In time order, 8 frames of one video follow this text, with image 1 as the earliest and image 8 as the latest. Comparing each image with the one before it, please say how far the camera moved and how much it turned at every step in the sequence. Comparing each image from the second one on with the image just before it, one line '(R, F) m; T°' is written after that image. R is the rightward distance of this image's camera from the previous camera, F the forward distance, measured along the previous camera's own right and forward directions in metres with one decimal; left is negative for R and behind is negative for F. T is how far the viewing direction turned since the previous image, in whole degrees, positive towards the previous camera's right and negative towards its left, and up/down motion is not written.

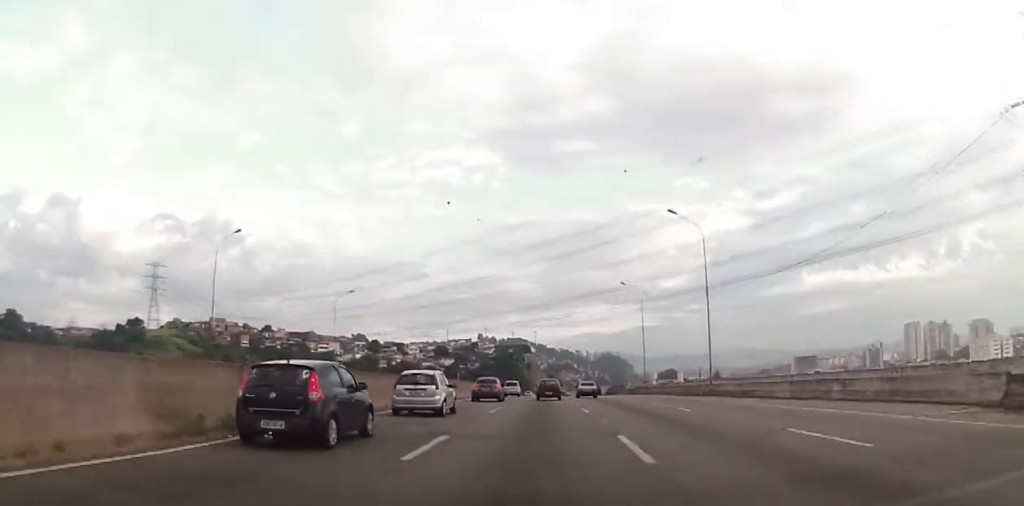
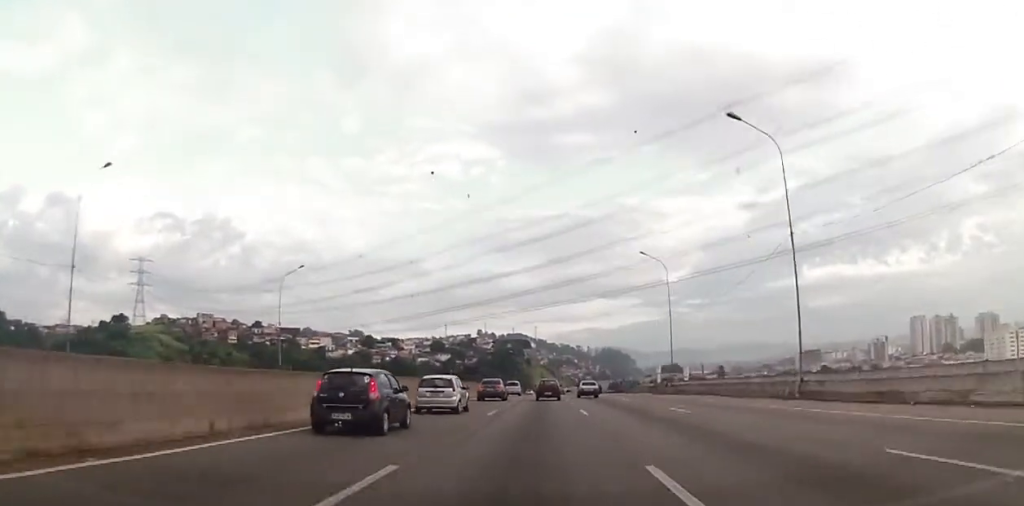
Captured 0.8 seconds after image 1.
(+0.1, +18.7) m; 0°
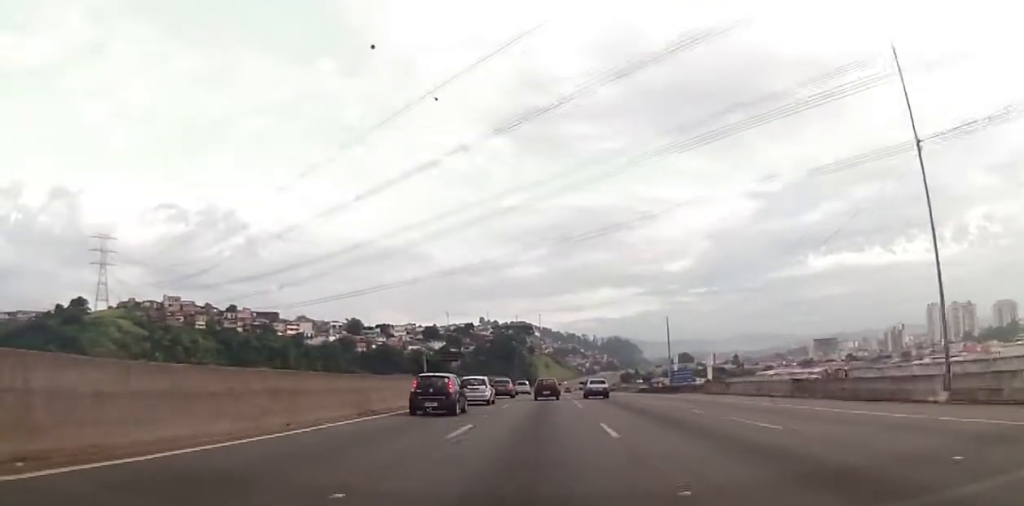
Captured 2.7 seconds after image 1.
(-0.6, +46.5) m; -1°
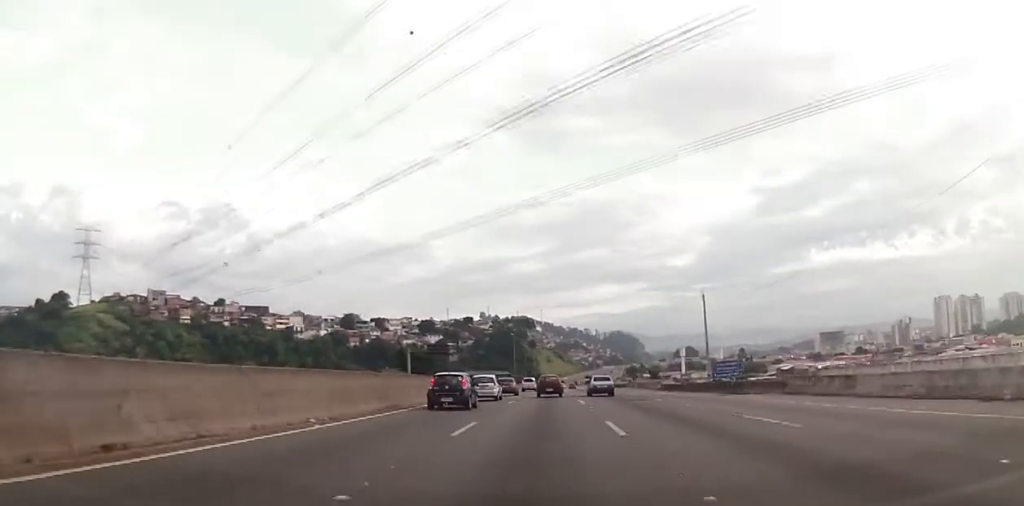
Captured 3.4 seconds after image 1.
(+0.3, +18.9) m; 0°
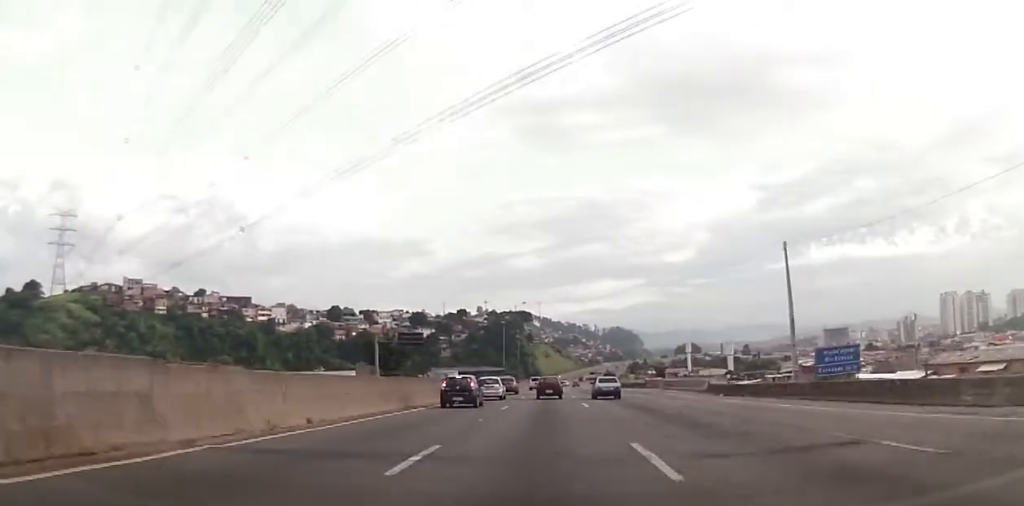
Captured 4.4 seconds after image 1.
(-0.5, +23.2) m; -1°
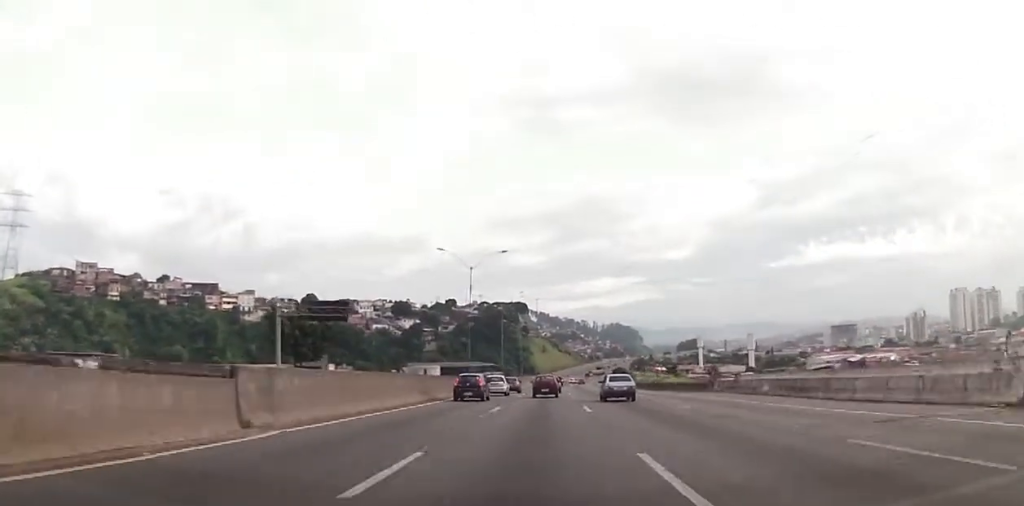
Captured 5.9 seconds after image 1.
(+0.5, +38.8) m; +2°
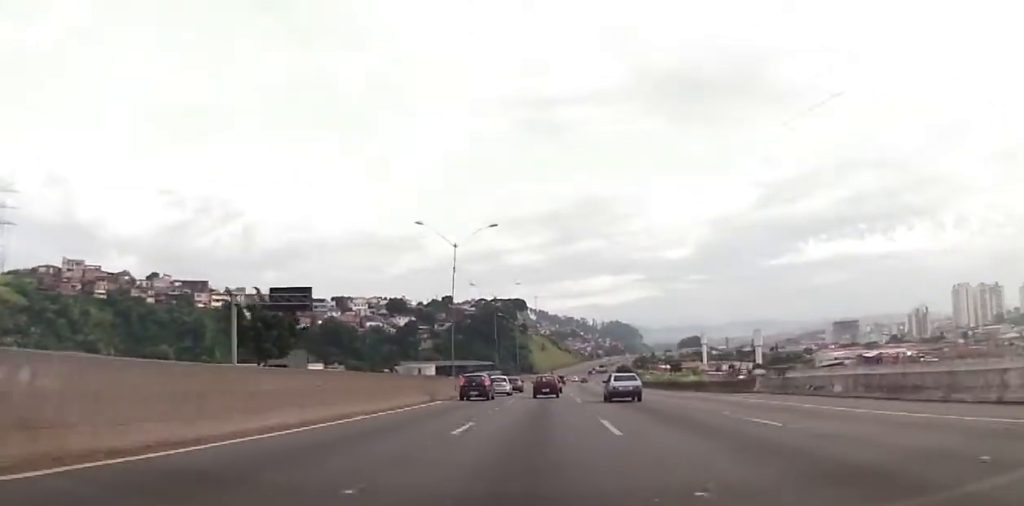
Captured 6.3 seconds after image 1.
(+0.1, +10.2) m; 0°
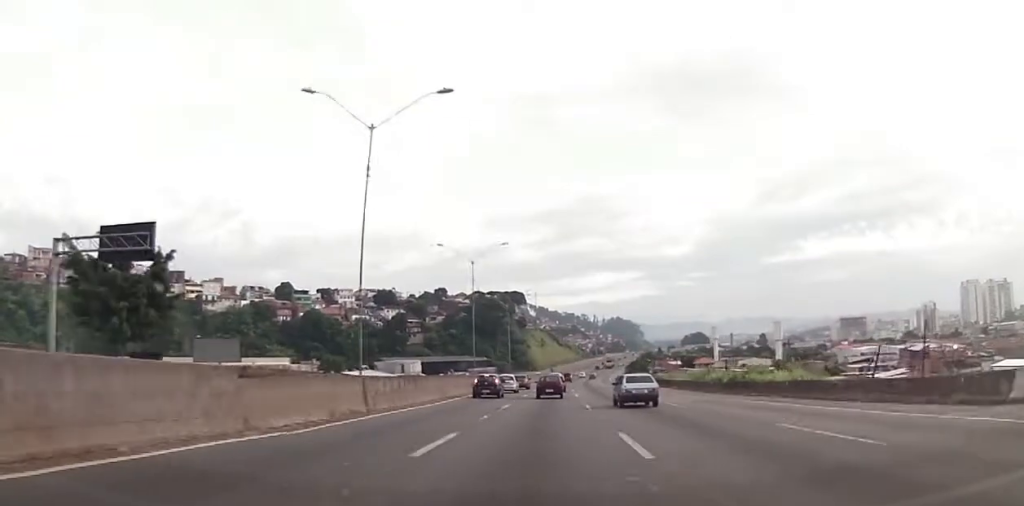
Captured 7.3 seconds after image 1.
(0.0, +24.7) m; -1°
